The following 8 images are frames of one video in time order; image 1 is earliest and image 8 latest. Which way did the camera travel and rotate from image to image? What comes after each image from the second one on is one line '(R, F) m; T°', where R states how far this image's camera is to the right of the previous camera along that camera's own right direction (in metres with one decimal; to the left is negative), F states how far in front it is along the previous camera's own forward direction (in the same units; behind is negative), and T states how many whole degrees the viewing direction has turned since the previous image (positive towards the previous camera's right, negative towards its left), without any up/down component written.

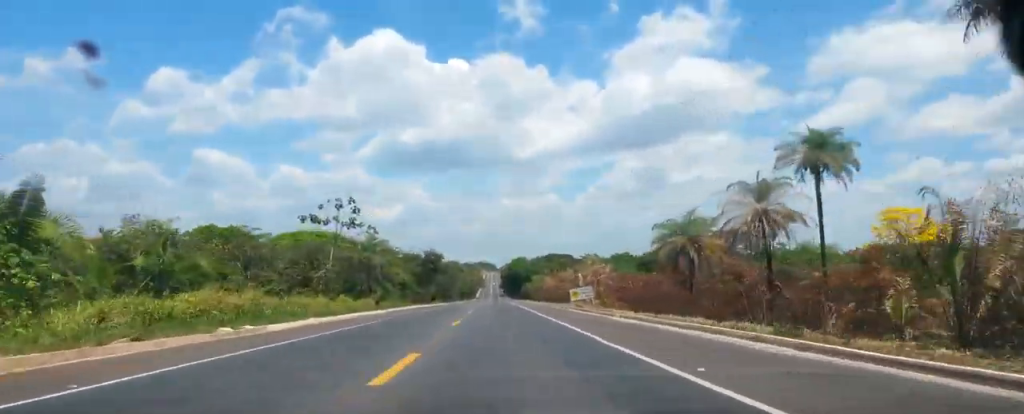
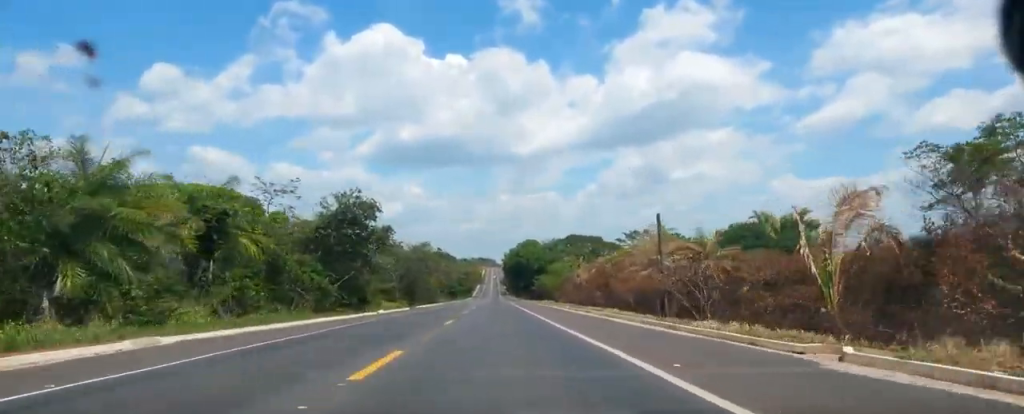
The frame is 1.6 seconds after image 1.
(-0.4, +65.2) m; -1°
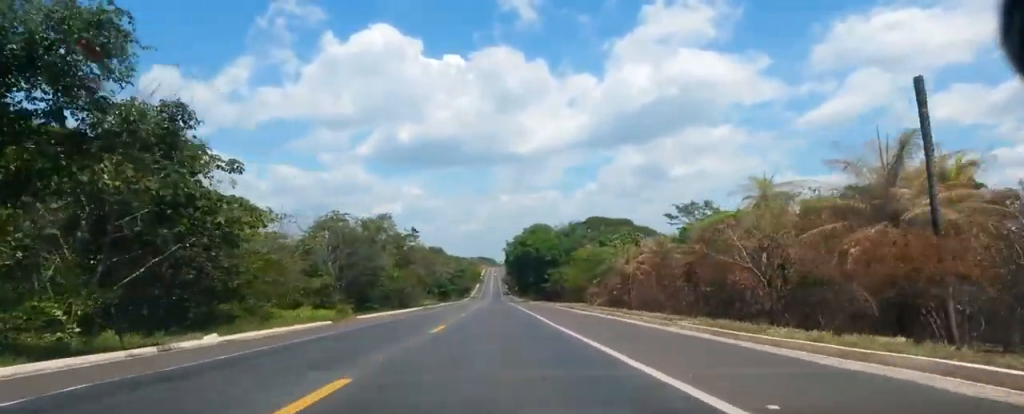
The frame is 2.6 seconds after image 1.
(-0.3, +36.6) m; 0°
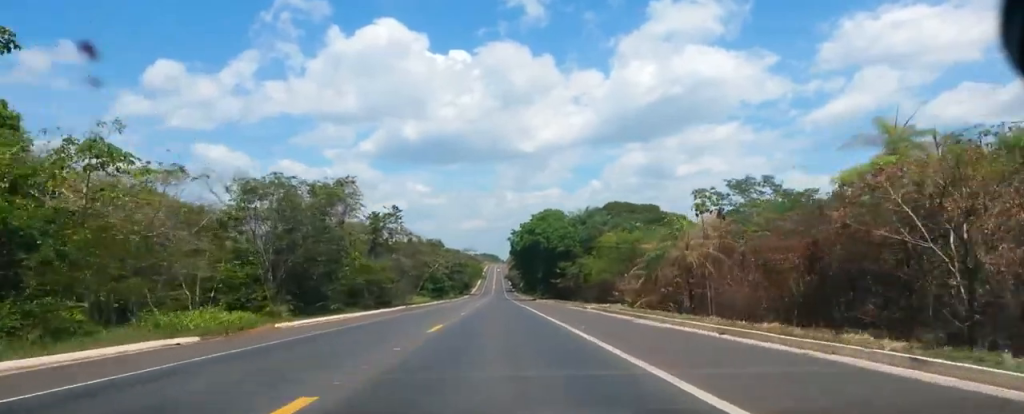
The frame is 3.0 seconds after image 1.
(0.0, +18.2) m; 0°
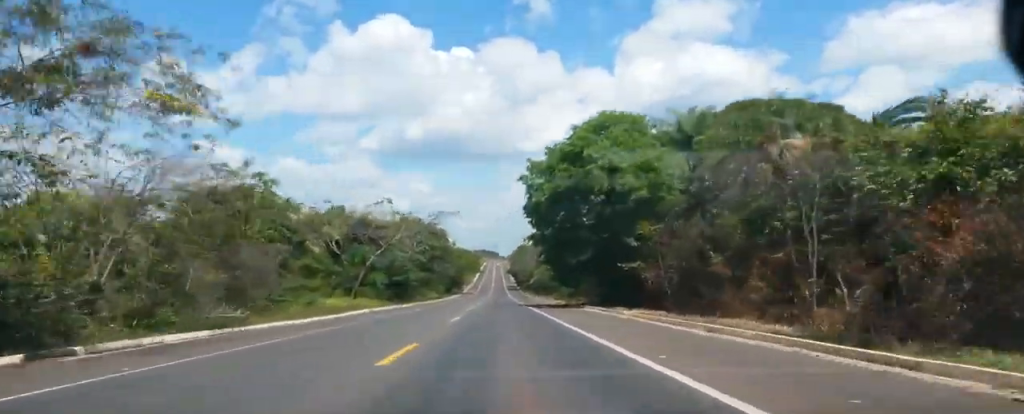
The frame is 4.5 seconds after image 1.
(0.0, +58.1) m; 0°
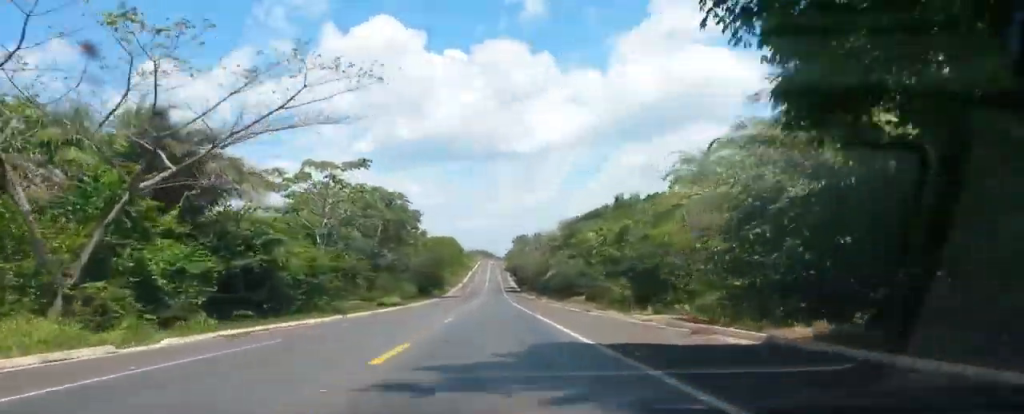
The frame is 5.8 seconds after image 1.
(+0.1, +48.6) m; +1°
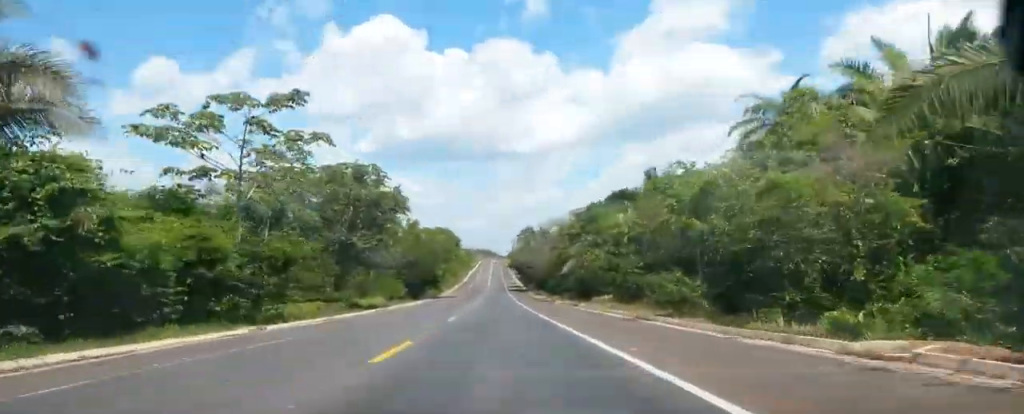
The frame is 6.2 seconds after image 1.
(+0.3, +16.4) m; 0°
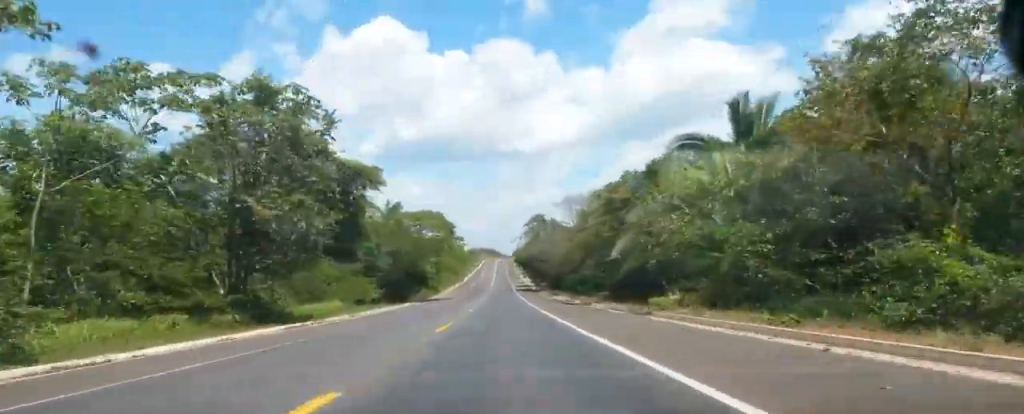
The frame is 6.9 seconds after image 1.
(+0.1, +23.8) m; -1°
